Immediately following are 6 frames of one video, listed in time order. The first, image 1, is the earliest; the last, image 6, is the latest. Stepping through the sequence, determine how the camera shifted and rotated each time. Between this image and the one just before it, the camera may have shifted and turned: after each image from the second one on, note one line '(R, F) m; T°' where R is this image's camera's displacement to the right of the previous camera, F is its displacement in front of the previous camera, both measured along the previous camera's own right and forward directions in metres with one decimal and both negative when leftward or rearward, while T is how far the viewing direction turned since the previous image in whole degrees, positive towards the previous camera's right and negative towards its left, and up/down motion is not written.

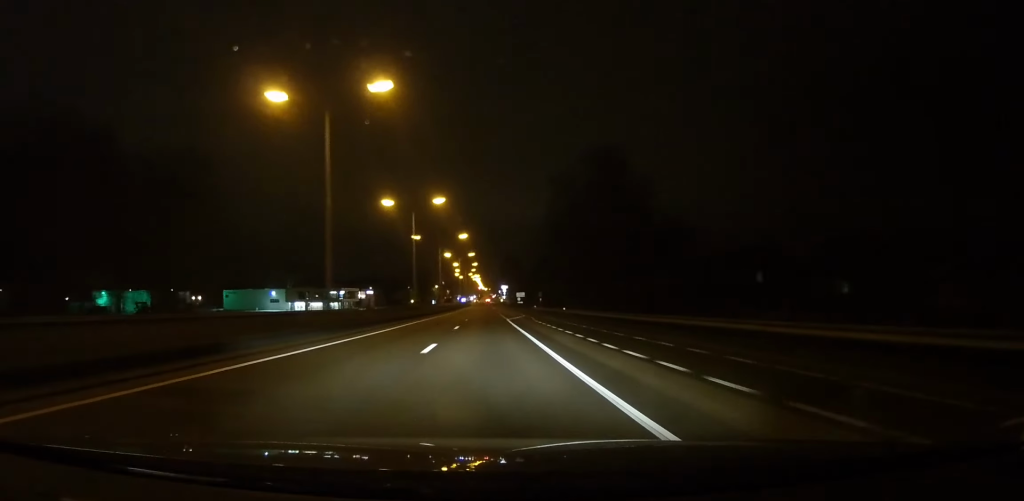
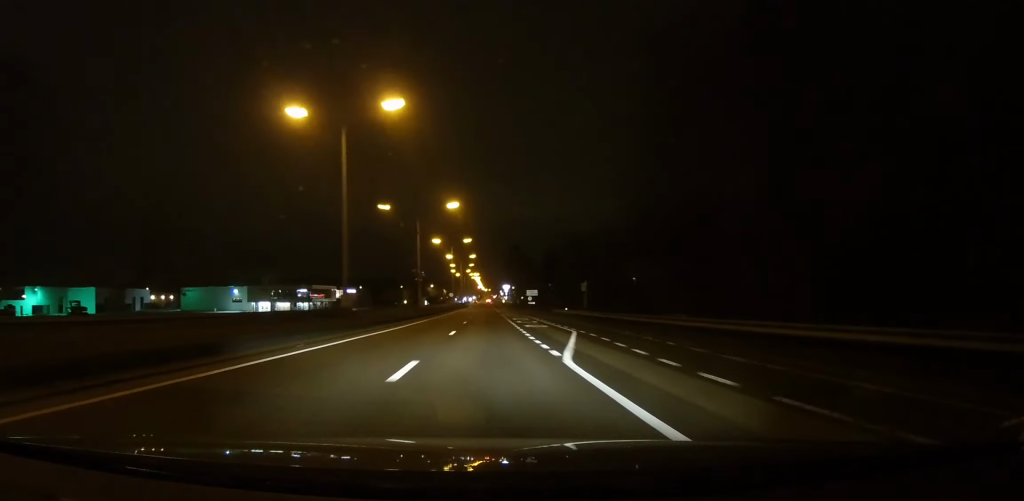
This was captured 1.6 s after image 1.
(-0.4, +29.7) m; +1°
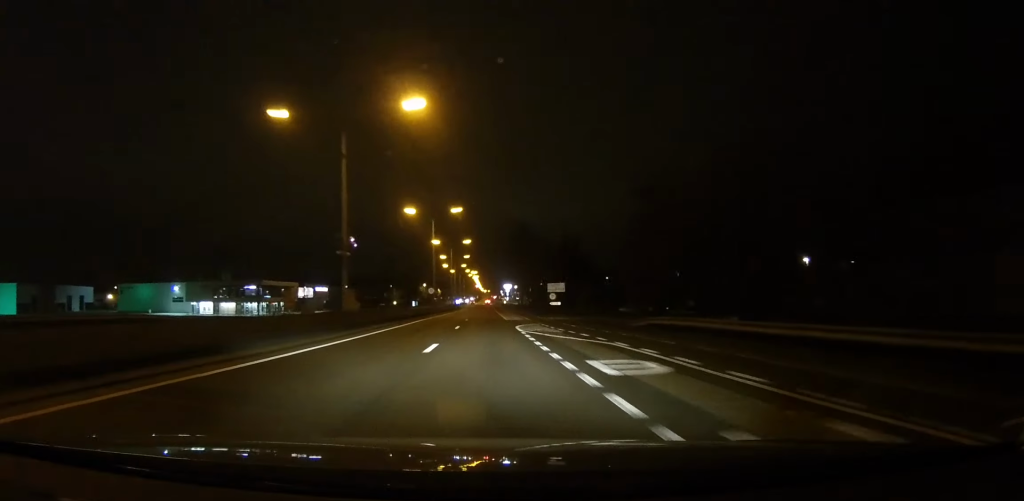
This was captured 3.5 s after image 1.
(+1.0, +33.0) m; -2°
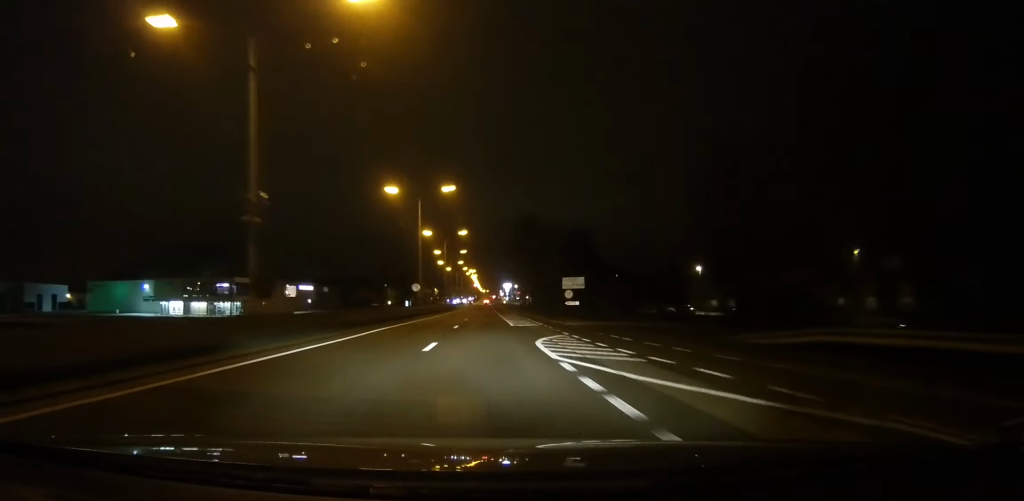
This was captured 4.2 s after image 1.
(-0.8, +12.2) m; 0°
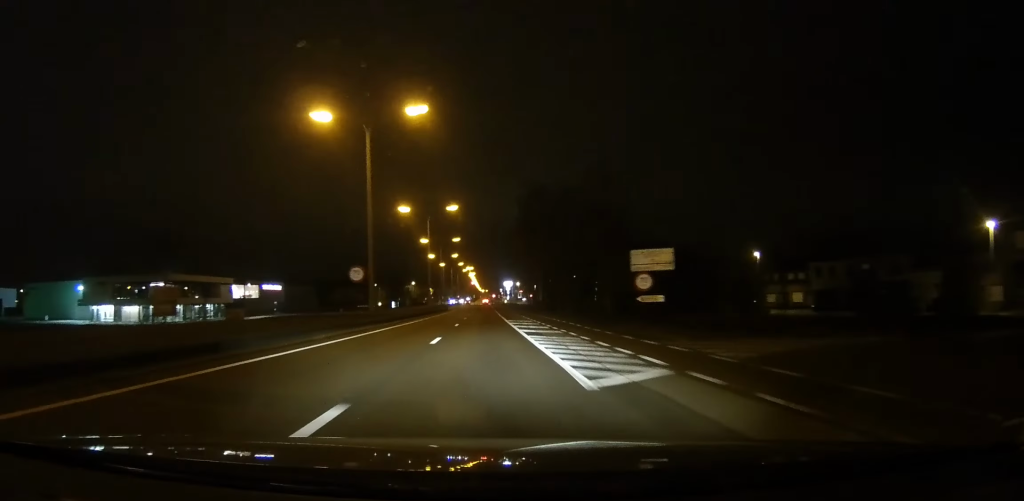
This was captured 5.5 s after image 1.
(+0.9, +22.6) m; +3°
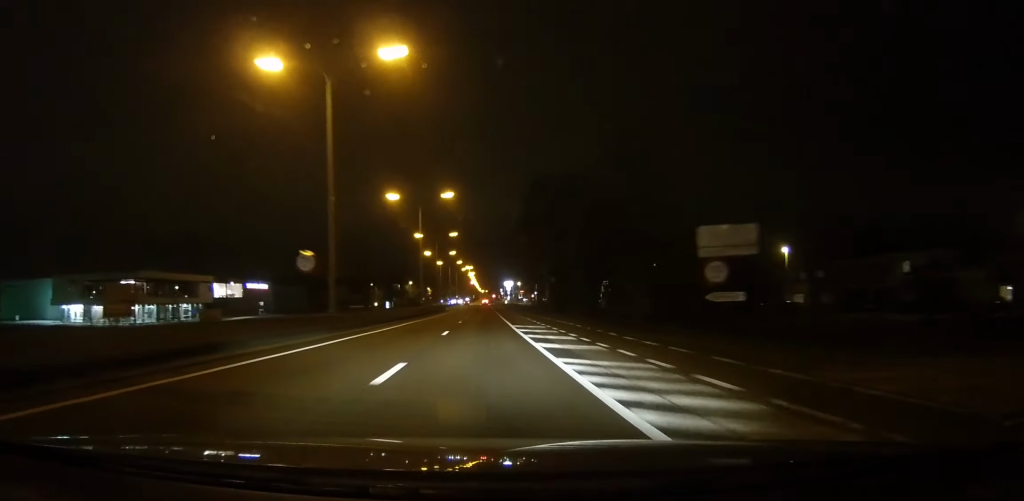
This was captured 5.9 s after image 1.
(0.0, +8.0) m; -1°
